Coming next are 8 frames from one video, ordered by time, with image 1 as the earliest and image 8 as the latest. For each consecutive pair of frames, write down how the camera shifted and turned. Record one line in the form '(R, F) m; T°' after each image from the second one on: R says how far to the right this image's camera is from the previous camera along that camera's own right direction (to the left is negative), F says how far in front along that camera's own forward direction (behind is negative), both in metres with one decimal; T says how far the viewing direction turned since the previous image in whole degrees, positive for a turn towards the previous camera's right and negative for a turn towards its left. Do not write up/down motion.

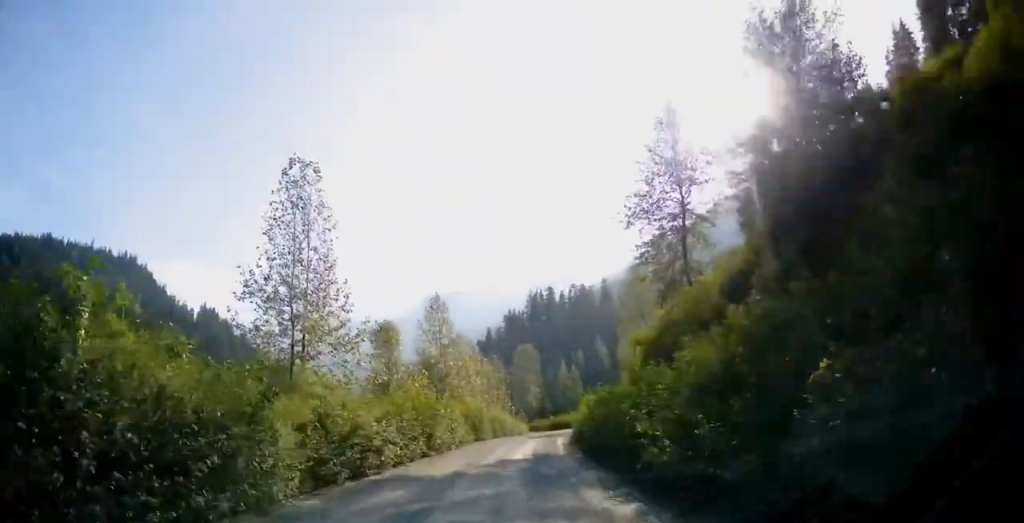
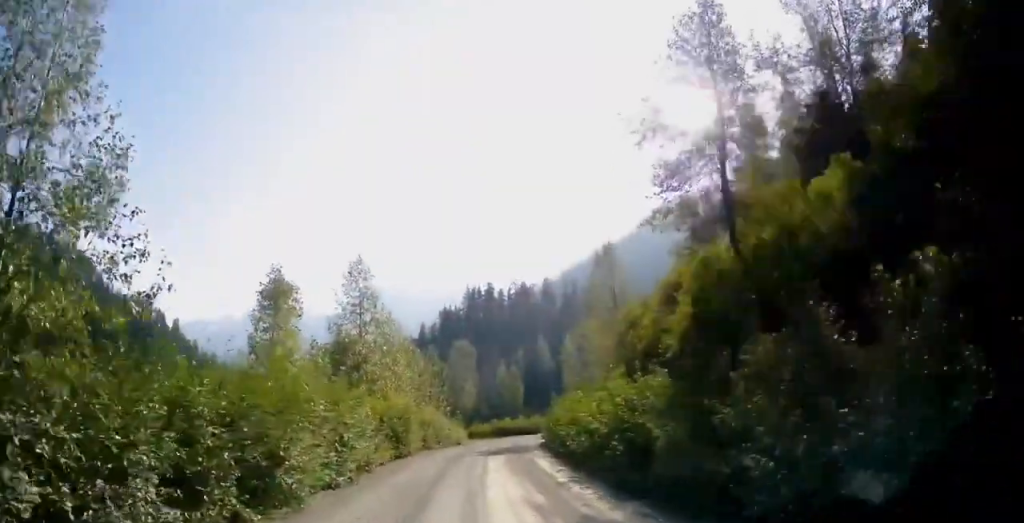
(+1.3, +17.8) m; +4°
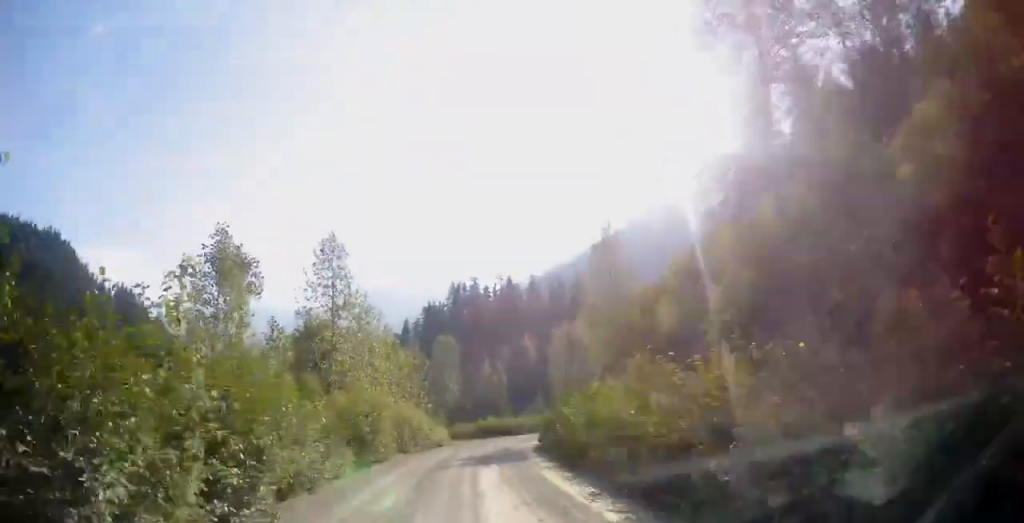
(0.0, +6.6) m; 0°
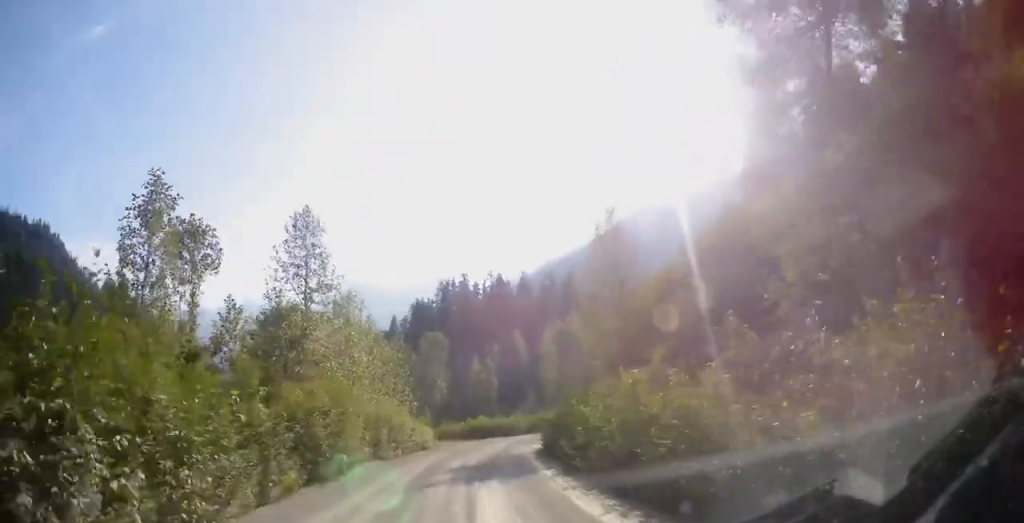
(0.0, +6.1) m; 0°
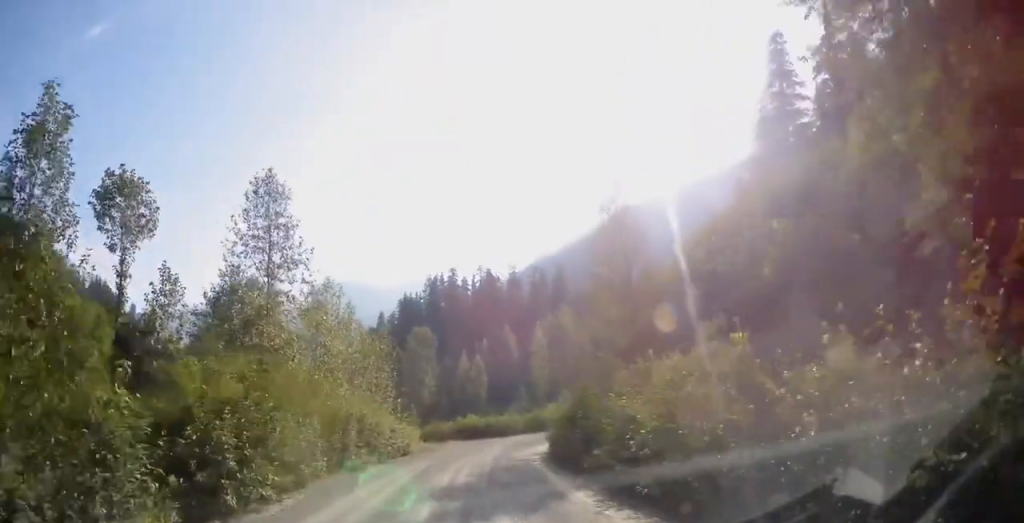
(0.0, +6.8) m; 0°
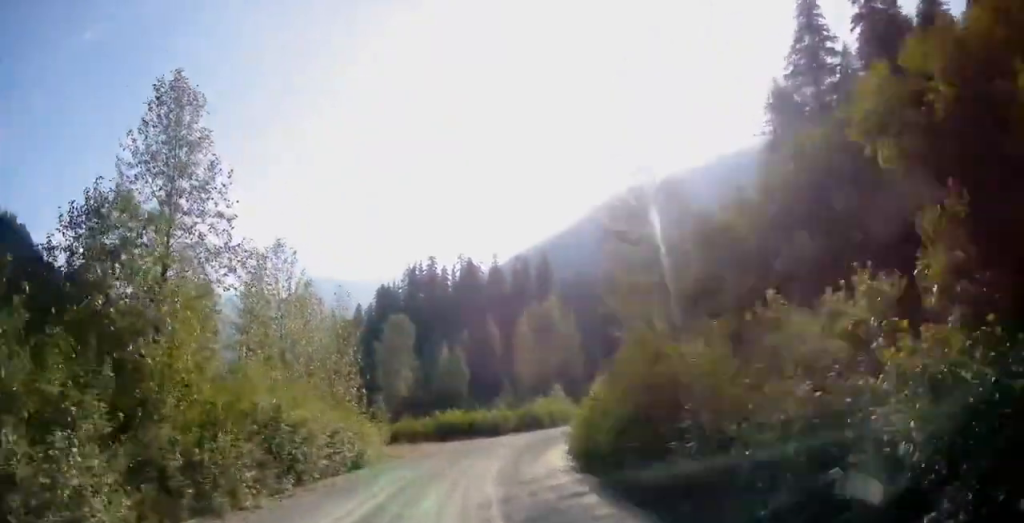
(0.0, +11.9) m; 0°
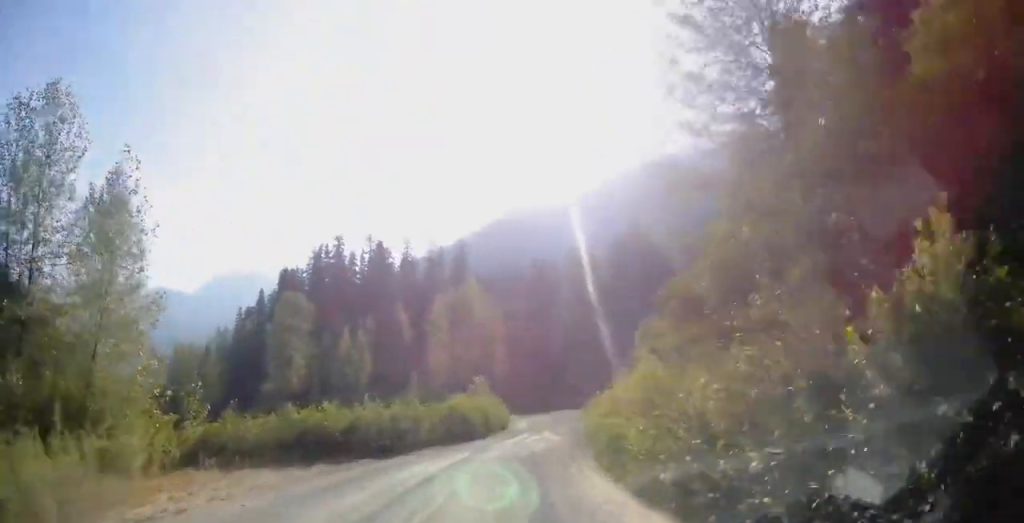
(0.0, +24.1) m; 0°
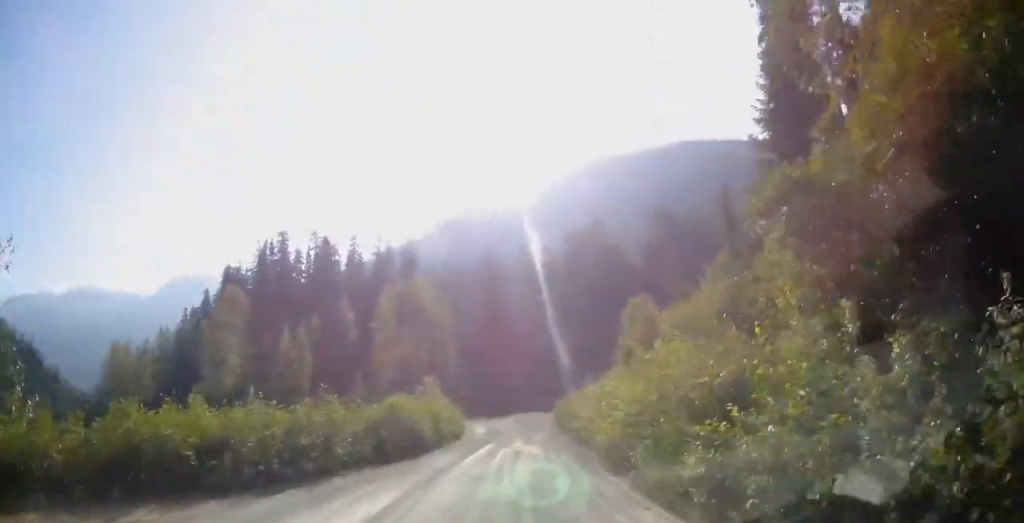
(0.0, +10.2) m; 0°
